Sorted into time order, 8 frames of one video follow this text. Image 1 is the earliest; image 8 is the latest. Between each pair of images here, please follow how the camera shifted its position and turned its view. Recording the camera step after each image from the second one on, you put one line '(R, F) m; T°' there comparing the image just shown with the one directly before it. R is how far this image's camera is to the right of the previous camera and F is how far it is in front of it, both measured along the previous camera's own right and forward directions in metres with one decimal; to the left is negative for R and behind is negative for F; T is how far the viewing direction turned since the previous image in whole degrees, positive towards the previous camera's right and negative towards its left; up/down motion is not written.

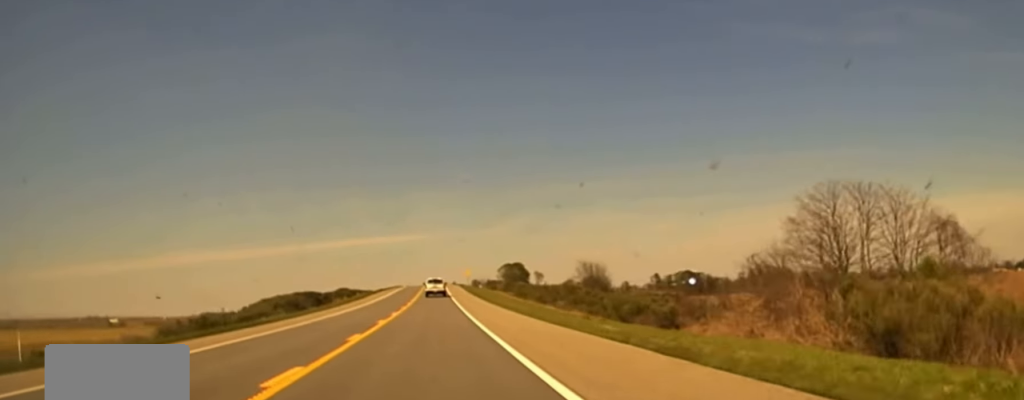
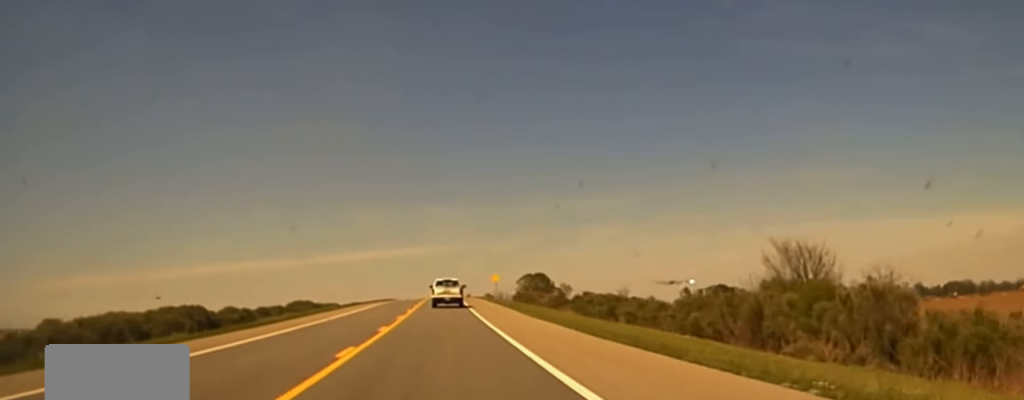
(-0.2, +69.0) m; 0°
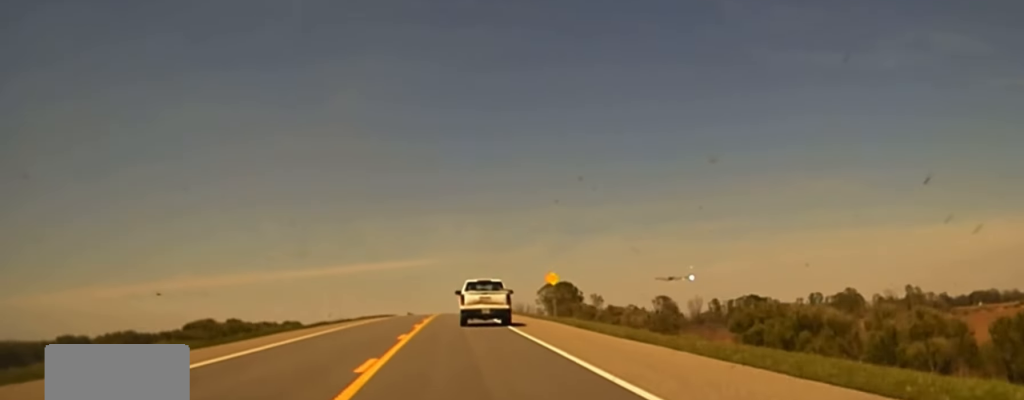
(-0.1, +49.5) m; 0°
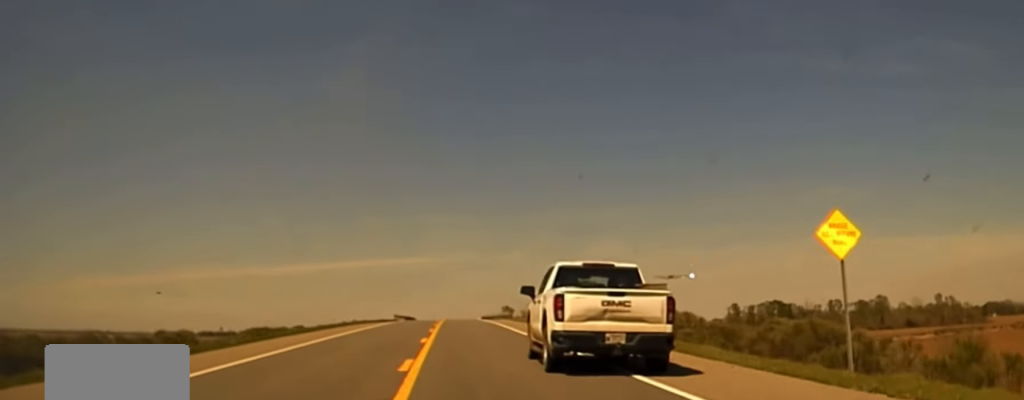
(0.0, +42.2) m; 0°
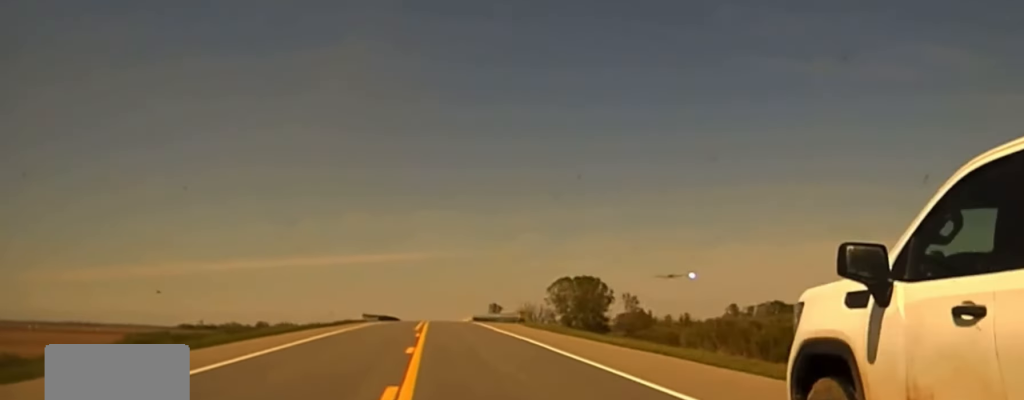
(+0.1, +26.1) m; 0°
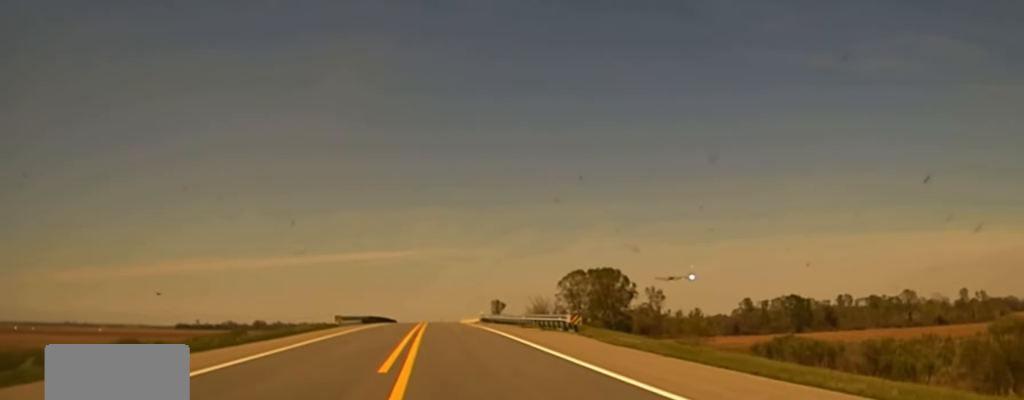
(0.0, +22.4) m; 0°
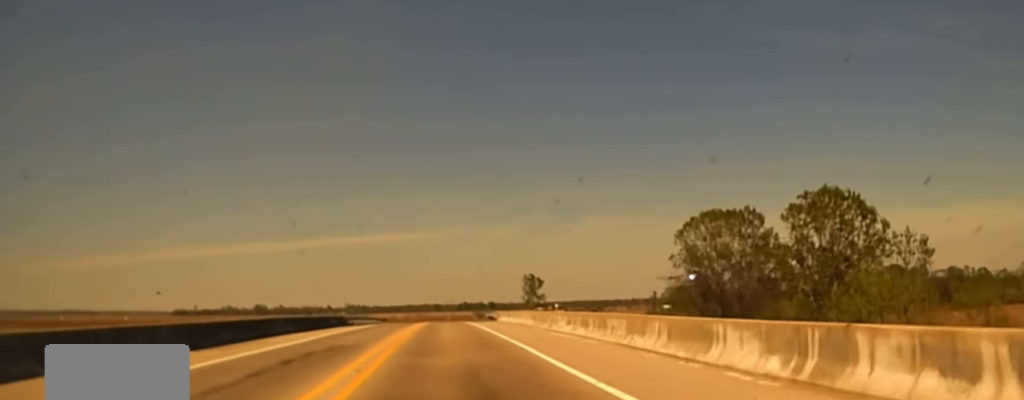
(+0.4, +116.6) m; 0°
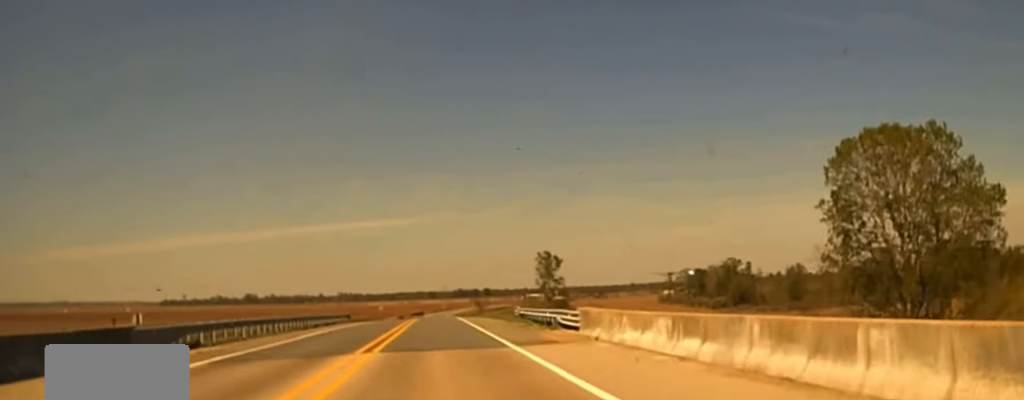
(0.0, +60.0) m; 0°
